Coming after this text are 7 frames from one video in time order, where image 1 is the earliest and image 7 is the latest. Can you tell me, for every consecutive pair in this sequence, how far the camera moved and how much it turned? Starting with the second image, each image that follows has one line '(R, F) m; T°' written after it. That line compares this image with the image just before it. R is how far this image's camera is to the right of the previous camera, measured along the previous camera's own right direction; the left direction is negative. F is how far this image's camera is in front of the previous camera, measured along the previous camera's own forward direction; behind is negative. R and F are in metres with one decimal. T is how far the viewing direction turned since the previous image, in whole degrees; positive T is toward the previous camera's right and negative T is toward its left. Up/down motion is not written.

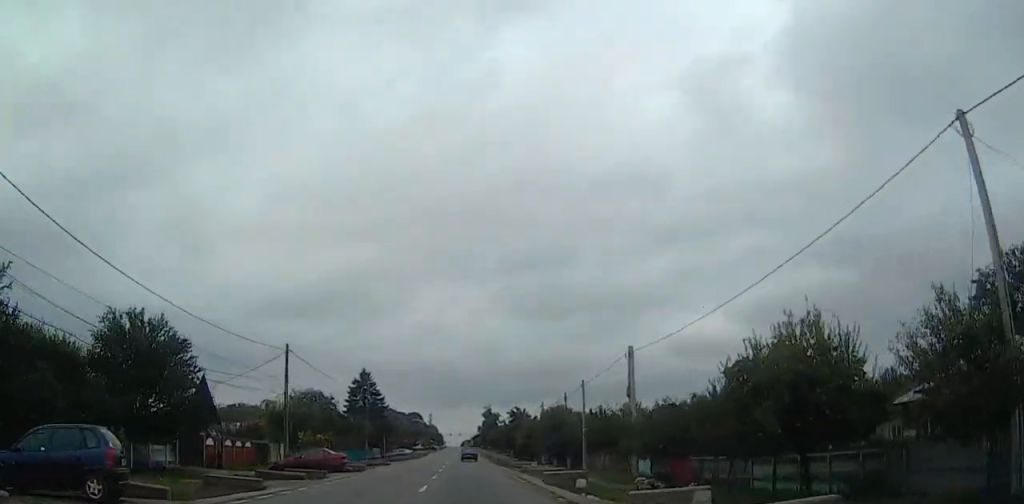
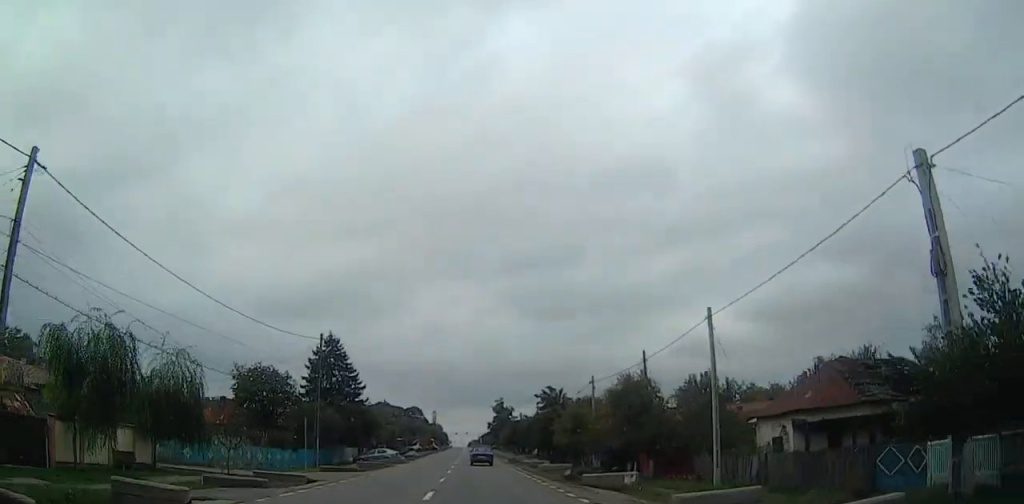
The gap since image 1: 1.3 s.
(0.0, +30.5) m; 0°
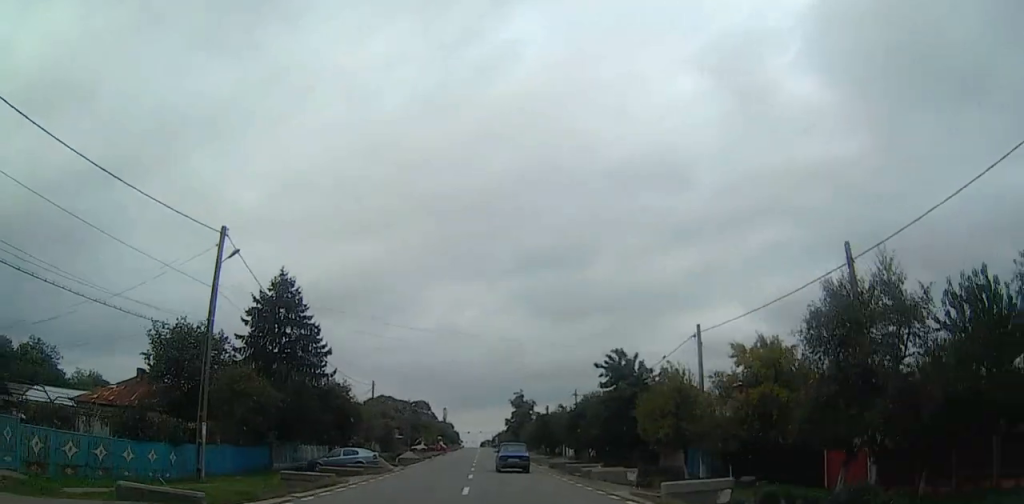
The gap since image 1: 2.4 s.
(0.0, +24.6) m; 0°
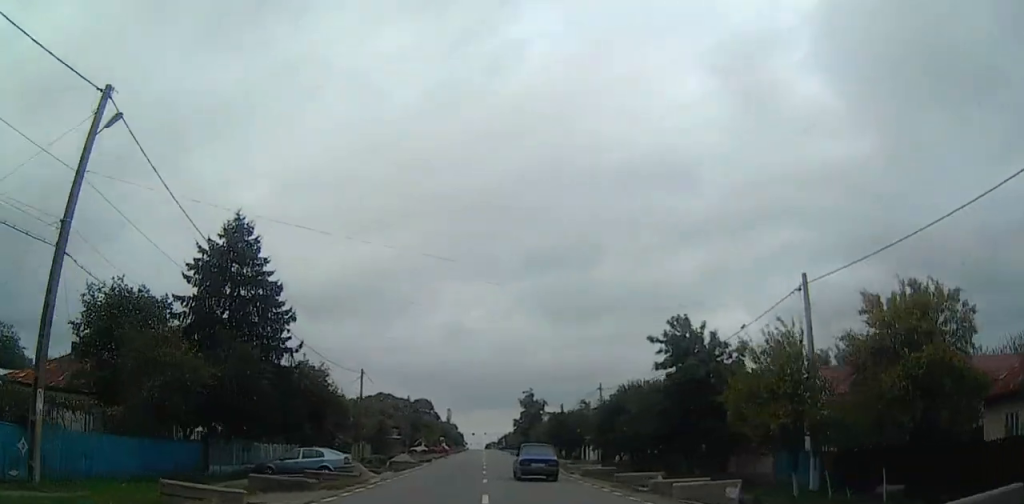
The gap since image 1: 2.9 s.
(0.0, +11.5) m; 0°
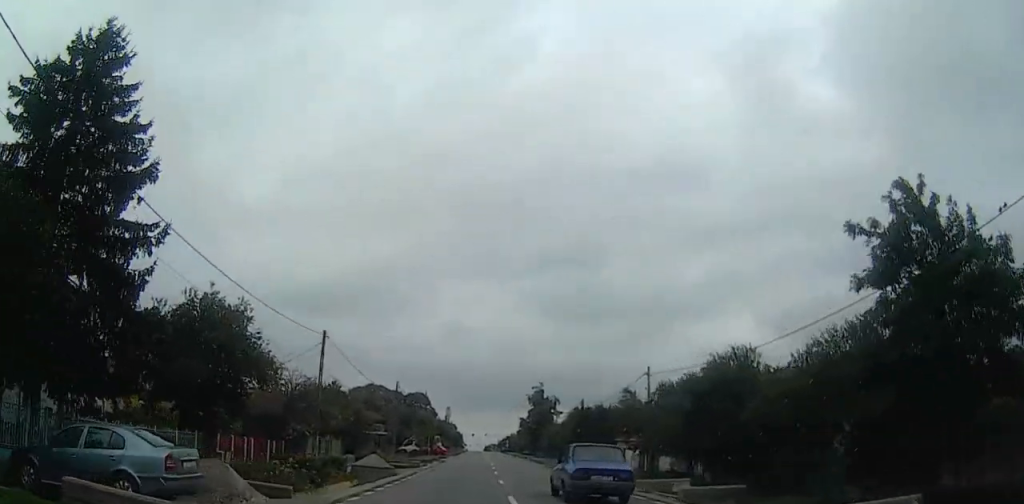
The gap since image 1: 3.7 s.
(0.0, +17.7) m; 0°
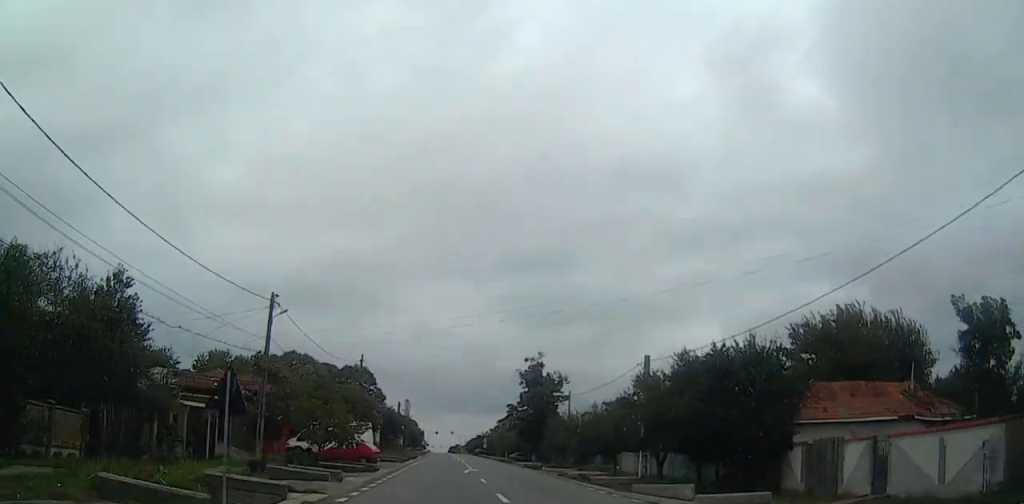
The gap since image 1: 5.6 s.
(0.0, +44.3) m; +3°
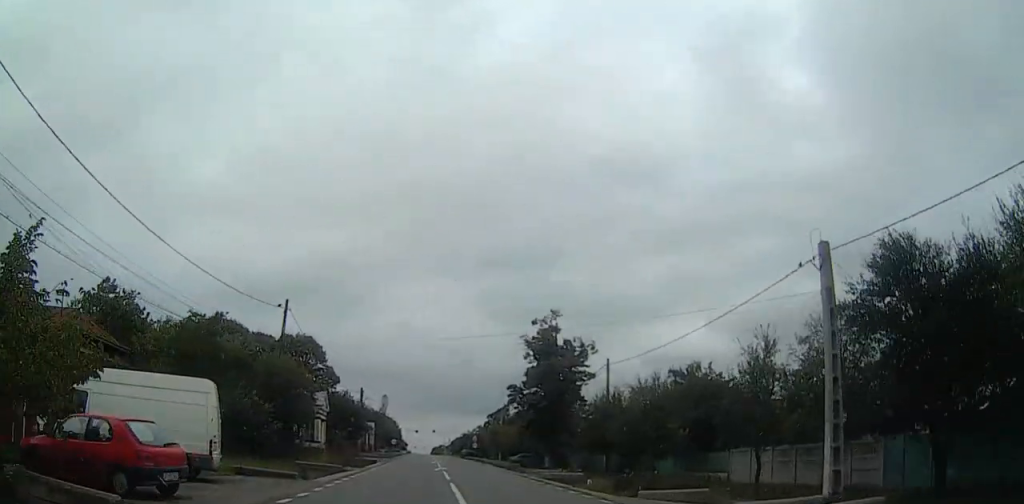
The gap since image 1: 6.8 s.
(+1.8, +26.9) m; +1°
